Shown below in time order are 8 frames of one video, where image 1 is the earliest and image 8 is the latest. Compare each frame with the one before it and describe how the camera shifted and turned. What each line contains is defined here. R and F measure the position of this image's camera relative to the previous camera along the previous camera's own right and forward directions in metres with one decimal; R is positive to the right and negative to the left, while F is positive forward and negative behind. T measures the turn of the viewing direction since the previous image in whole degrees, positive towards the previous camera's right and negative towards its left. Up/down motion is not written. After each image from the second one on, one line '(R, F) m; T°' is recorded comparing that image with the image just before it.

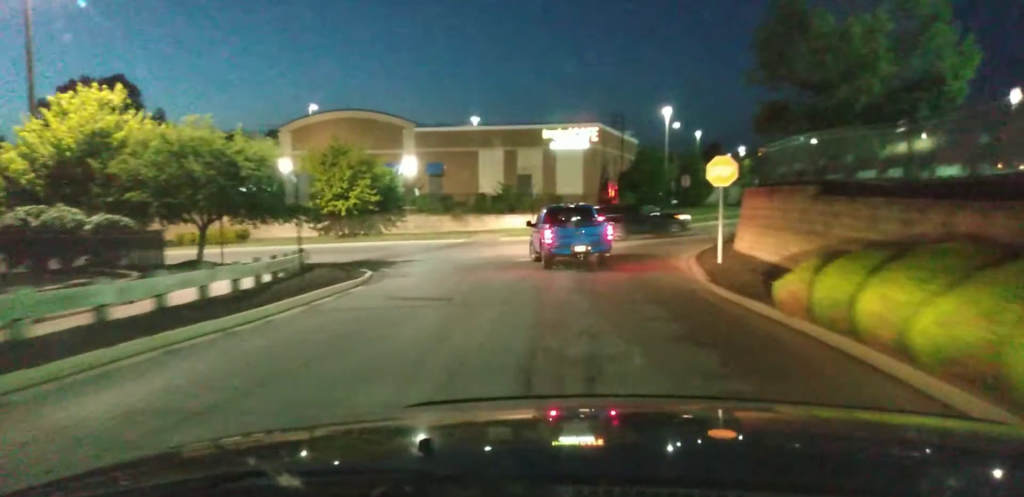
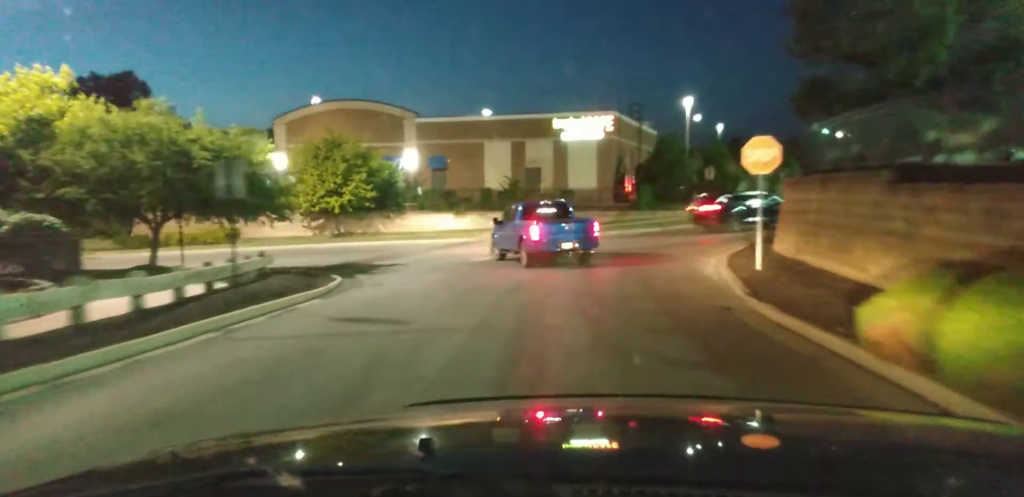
(0.0, +4.9) m; -2°
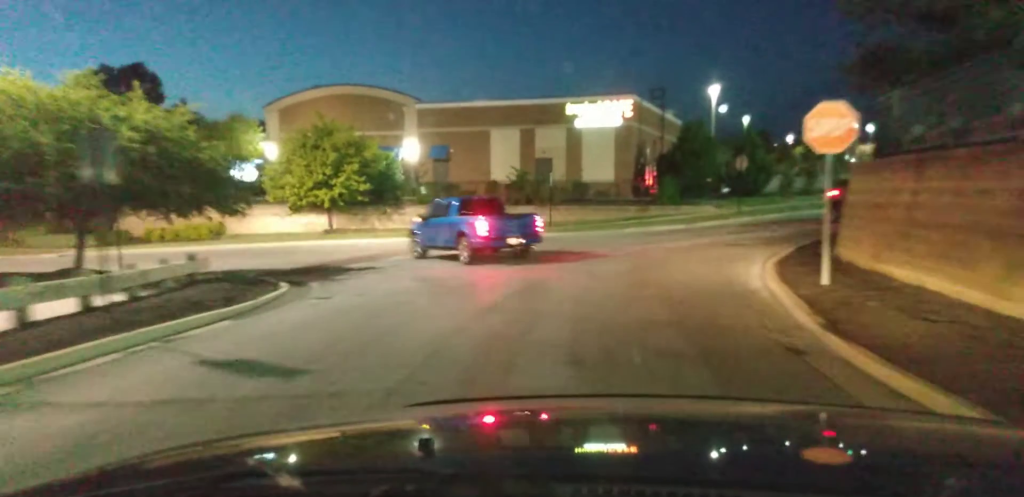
(-0.1, +5.0) m; -2°
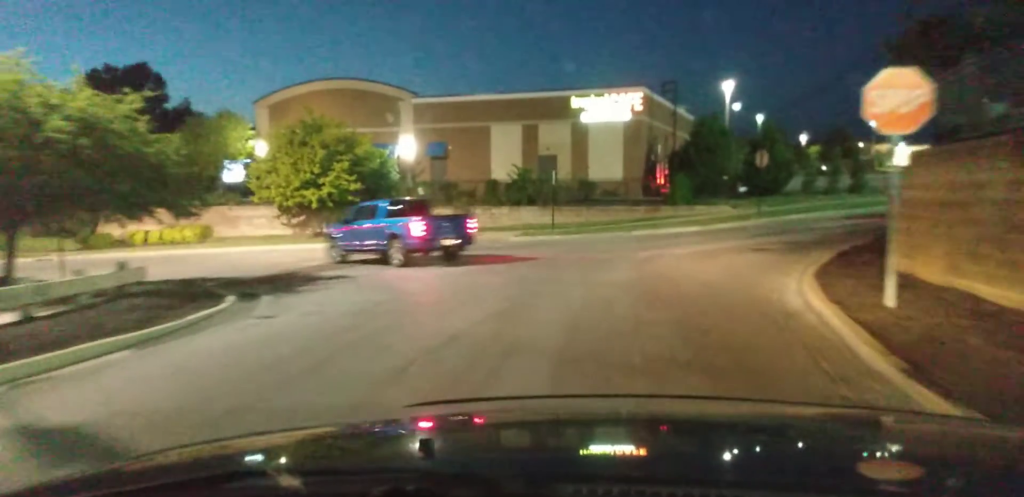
(-0.1, +2.9) m; -1°
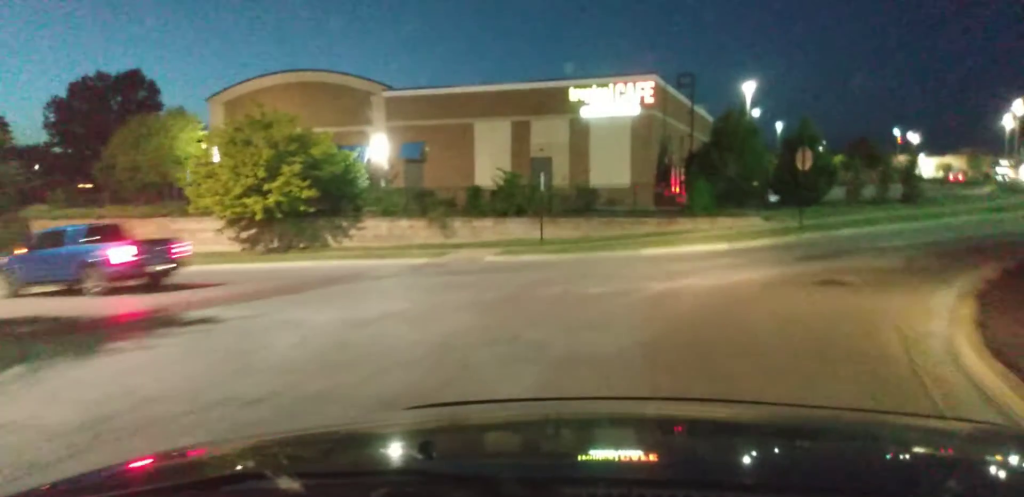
(0.0, +6.9) m; 0°
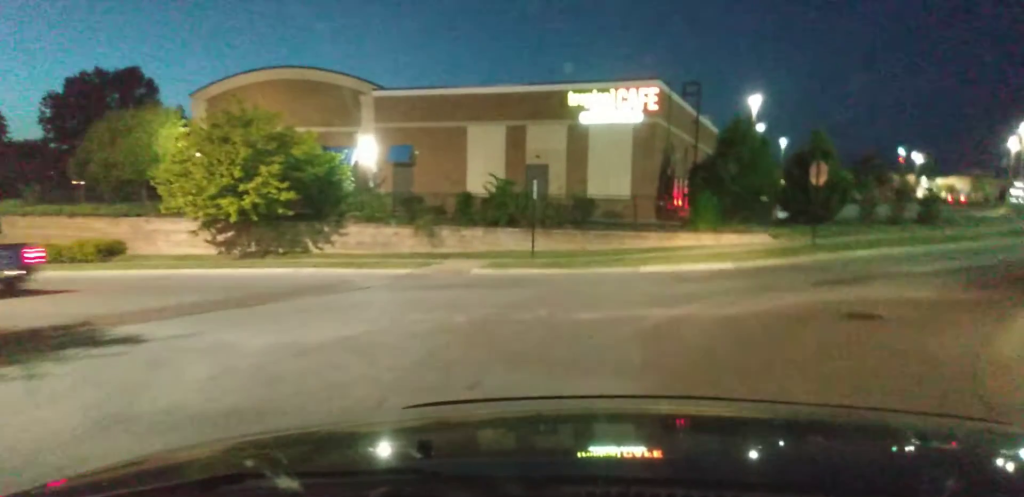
(0.0, +2.6) m; 0°
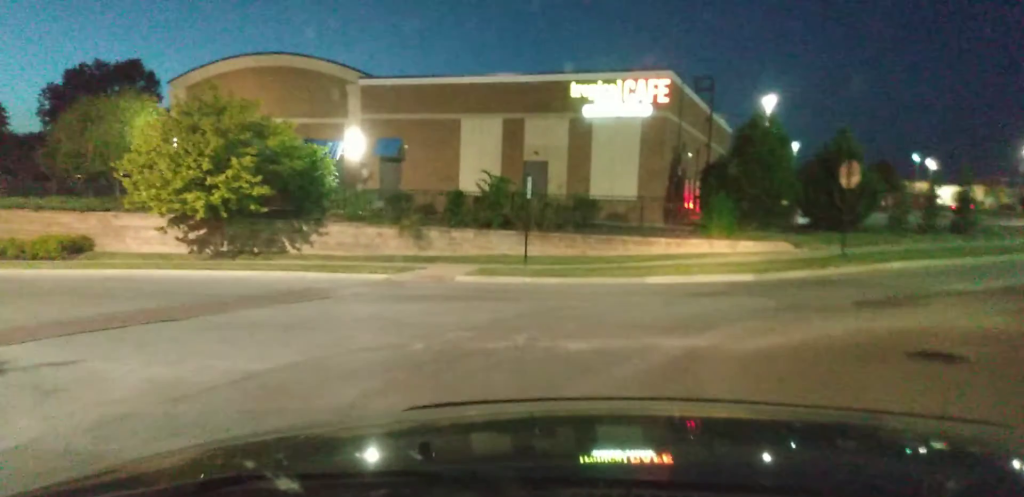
(0.0, +3.9) m; +1°
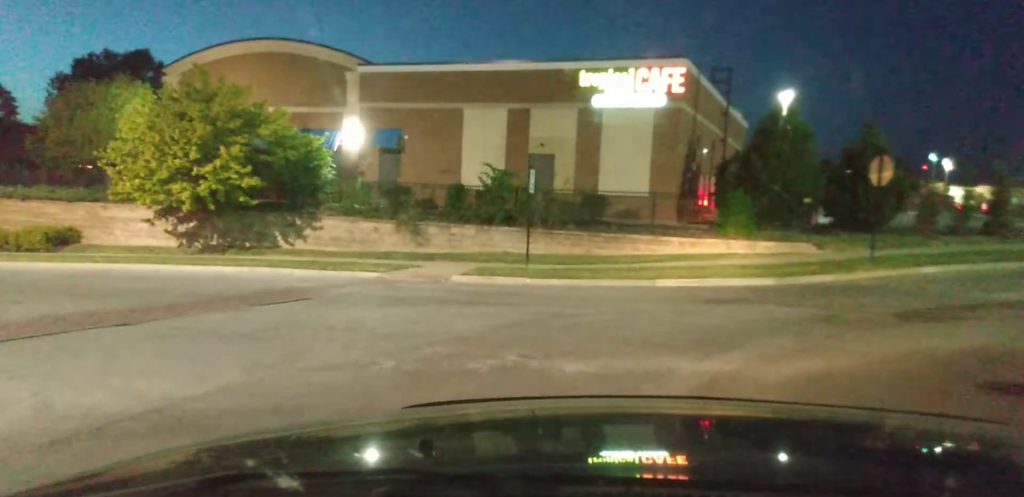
(0.0, +2.7) m; 0°
